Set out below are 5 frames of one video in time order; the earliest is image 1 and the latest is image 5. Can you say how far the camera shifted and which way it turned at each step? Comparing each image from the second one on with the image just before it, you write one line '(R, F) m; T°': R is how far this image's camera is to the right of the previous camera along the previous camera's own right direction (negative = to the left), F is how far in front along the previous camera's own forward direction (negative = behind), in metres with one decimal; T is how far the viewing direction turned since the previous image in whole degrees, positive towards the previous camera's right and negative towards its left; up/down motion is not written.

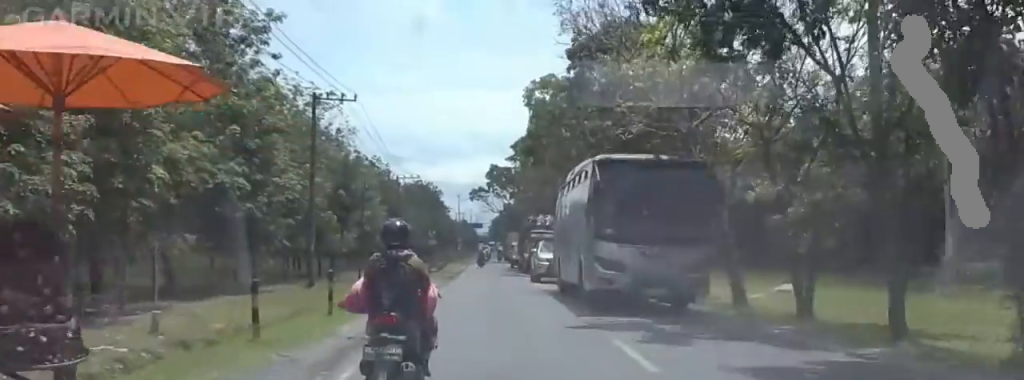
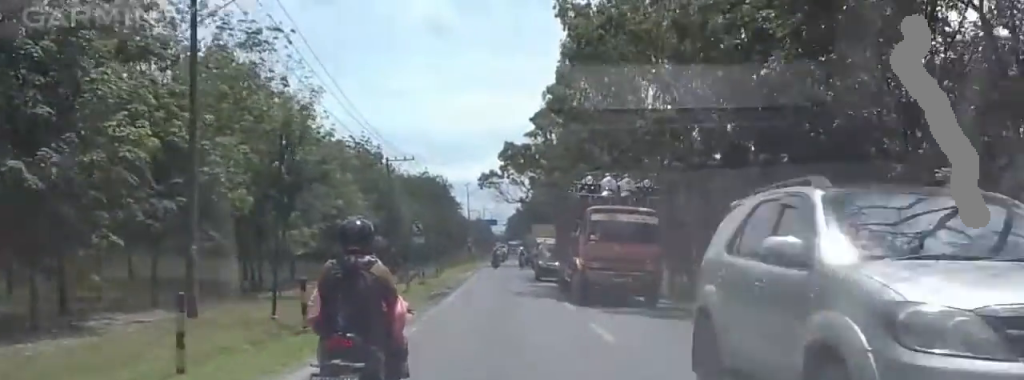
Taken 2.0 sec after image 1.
(0.0, +20.2) m; 0°
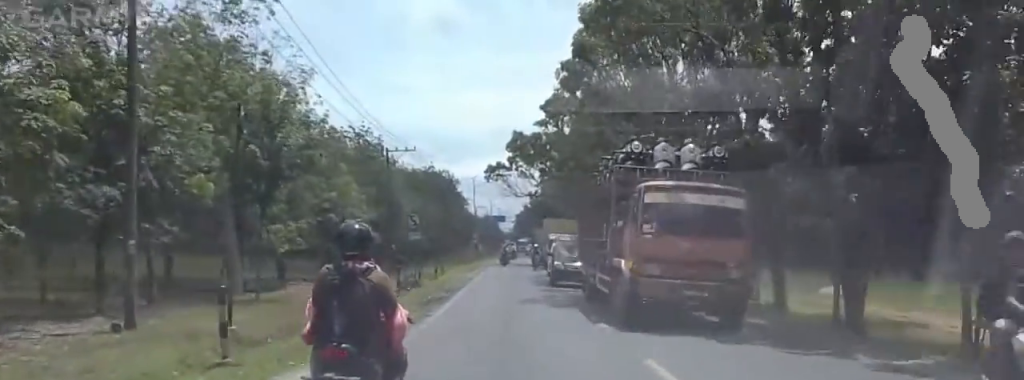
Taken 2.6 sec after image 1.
(0.0, +5.2) m; 0°
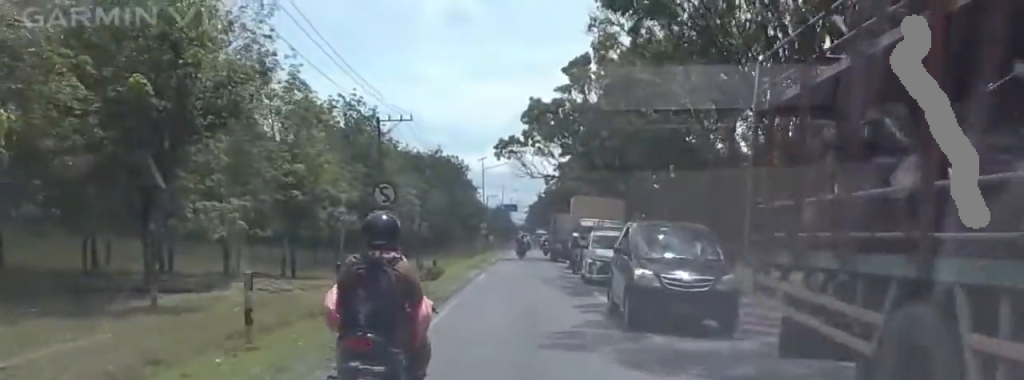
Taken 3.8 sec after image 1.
(0.0, +12.5) m; 0°
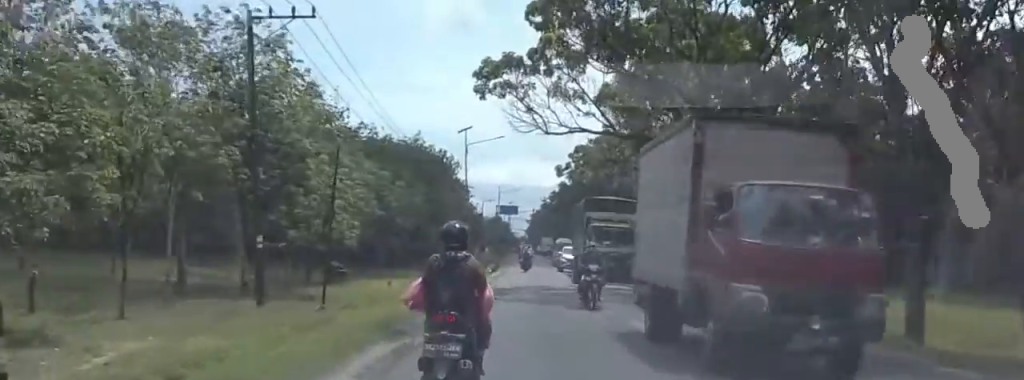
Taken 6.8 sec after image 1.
(0.0, +31.2) m; 0°
